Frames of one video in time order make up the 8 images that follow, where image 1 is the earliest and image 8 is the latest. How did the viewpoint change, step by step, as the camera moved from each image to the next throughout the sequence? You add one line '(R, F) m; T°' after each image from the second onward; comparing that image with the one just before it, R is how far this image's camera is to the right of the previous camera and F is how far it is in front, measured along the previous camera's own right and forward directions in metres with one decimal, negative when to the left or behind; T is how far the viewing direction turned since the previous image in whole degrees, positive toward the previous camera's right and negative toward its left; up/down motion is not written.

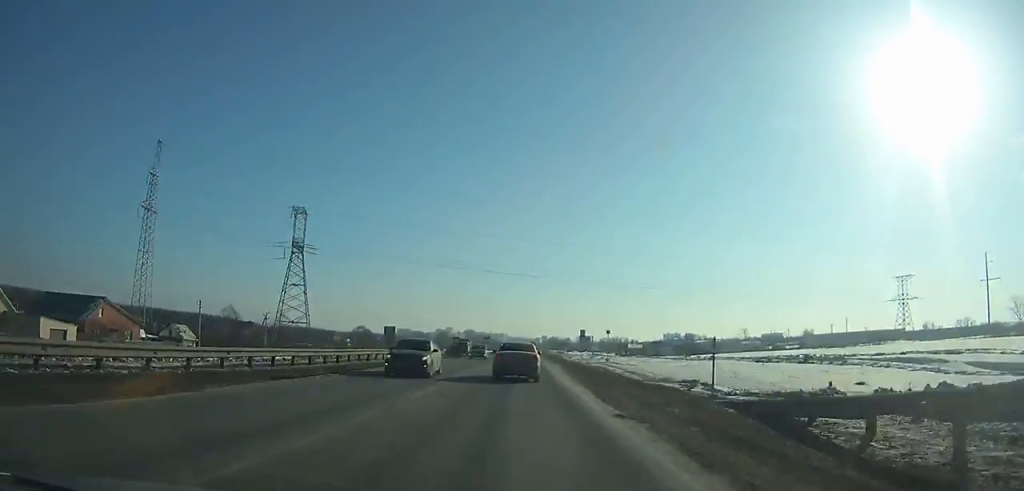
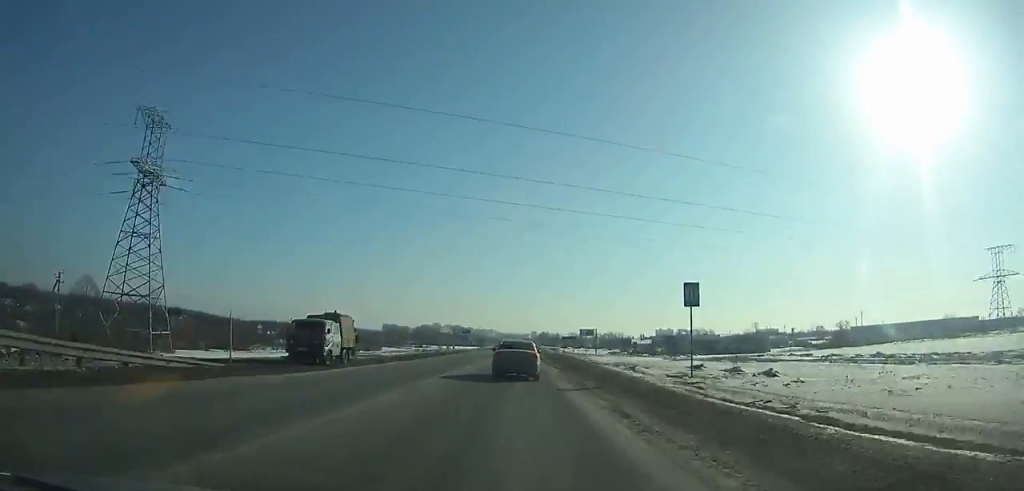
(+0.4, +57.8) m; +1°
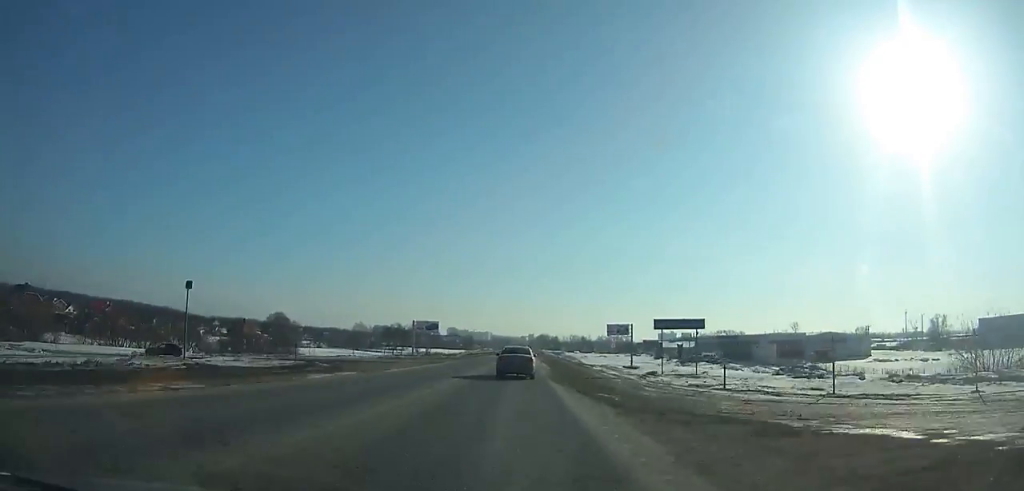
(+0.4, +86.7) m; +1°
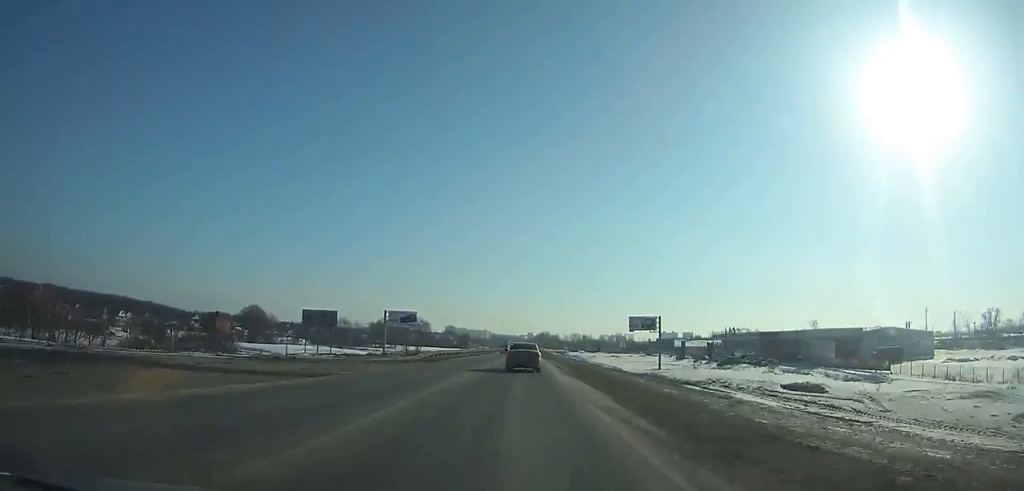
(0.0, +32.9) m; 0°
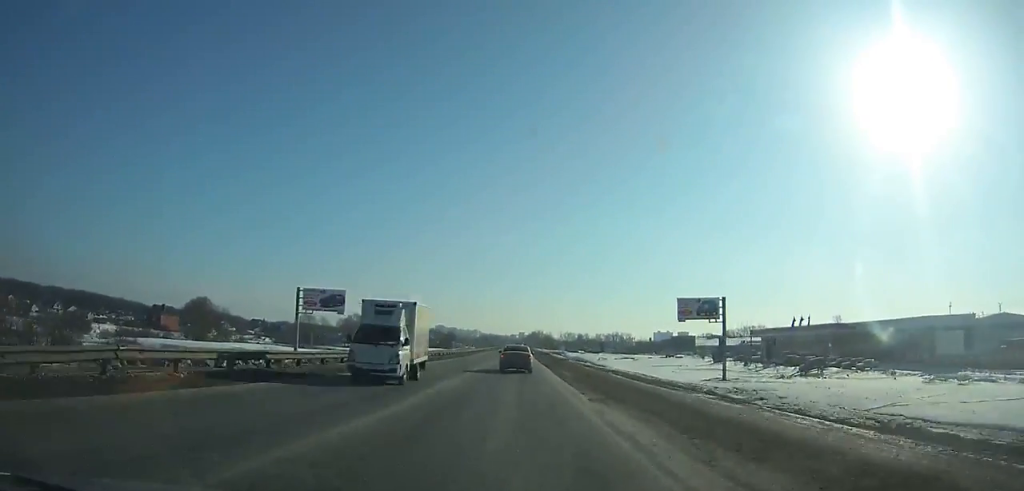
(+0.4, +44.6) m; 0°
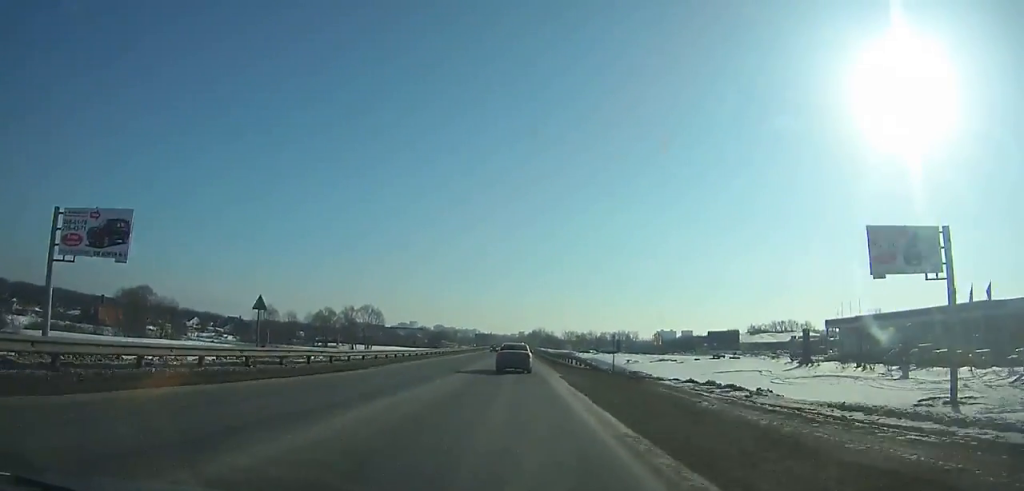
(+0.2, +44.4) m; 0°
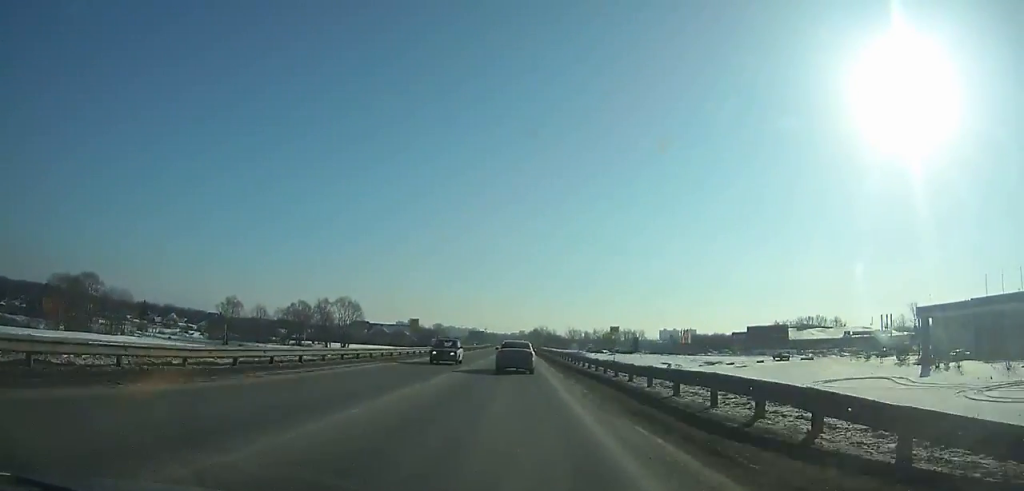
(0.0, +33.0) m; 0°
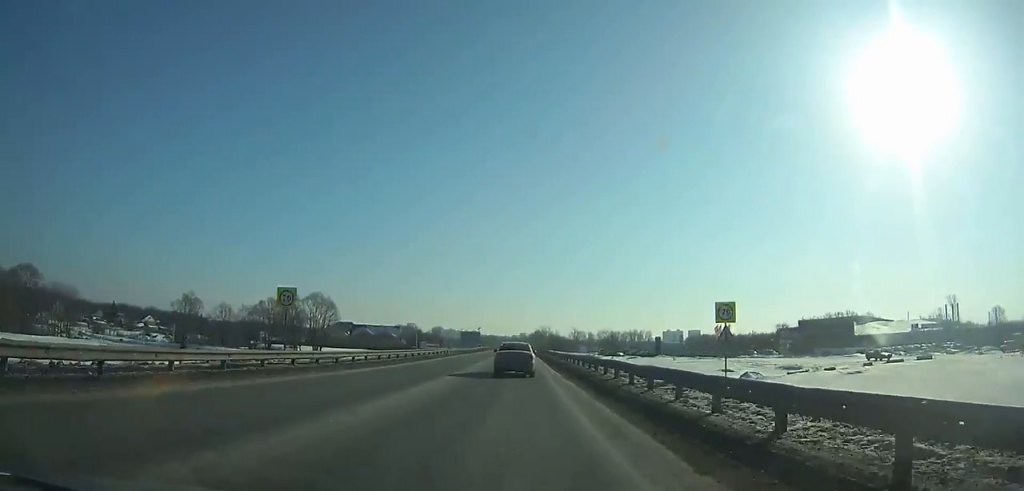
(0.0, +30.8) m; 0°
